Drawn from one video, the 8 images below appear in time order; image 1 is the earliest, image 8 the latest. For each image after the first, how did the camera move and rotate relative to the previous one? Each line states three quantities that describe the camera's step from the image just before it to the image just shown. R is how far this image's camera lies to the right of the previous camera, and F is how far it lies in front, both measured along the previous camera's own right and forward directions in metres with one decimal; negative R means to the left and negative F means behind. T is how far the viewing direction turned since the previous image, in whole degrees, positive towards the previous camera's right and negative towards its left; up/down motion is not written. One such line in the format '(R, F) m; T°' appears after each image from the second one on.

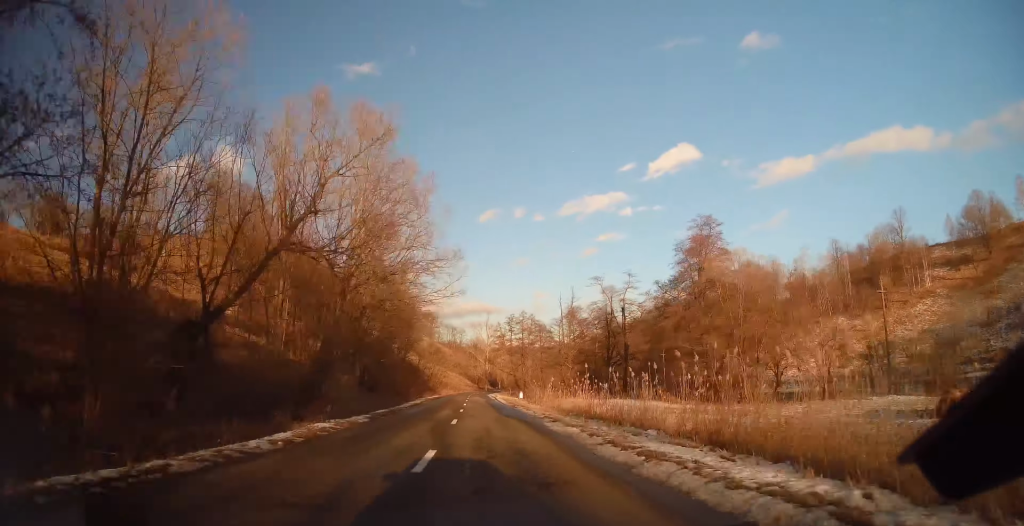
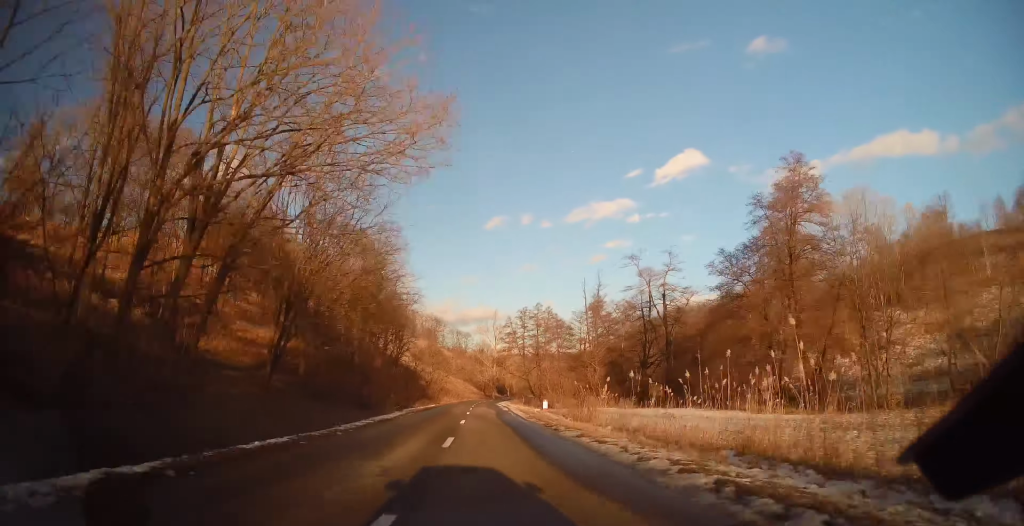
(0.0, +17.4) m; -1°
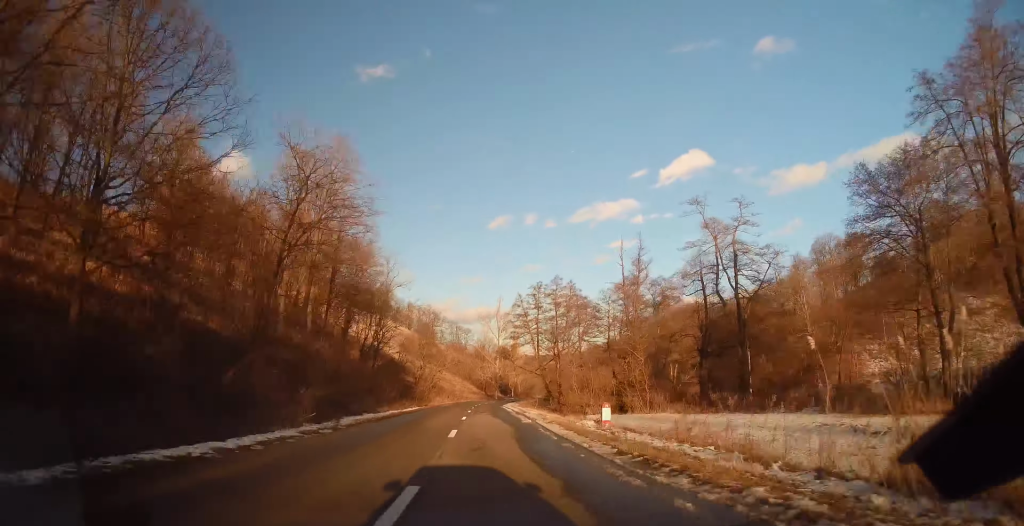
(-0.4, +20.7) m; 0°
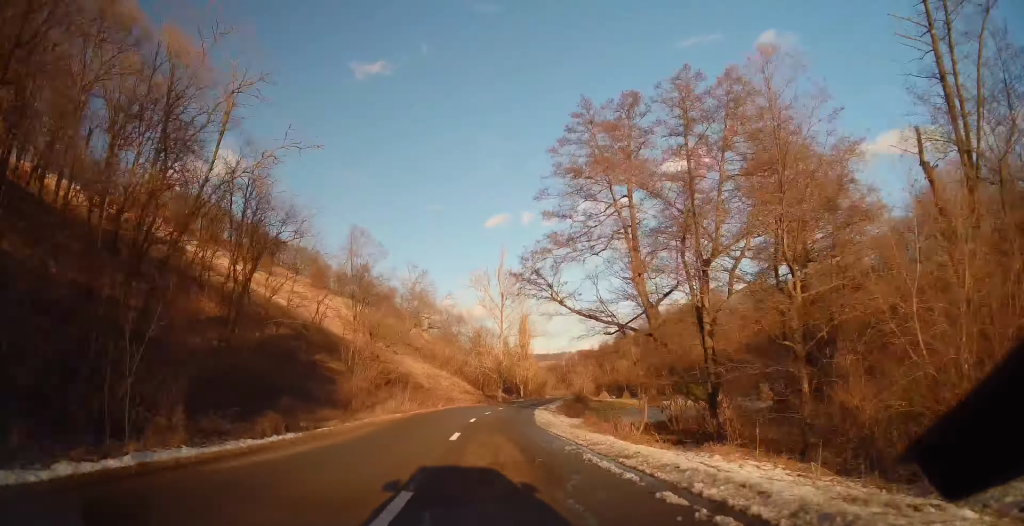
(+0.6, +46.1) m; +2°
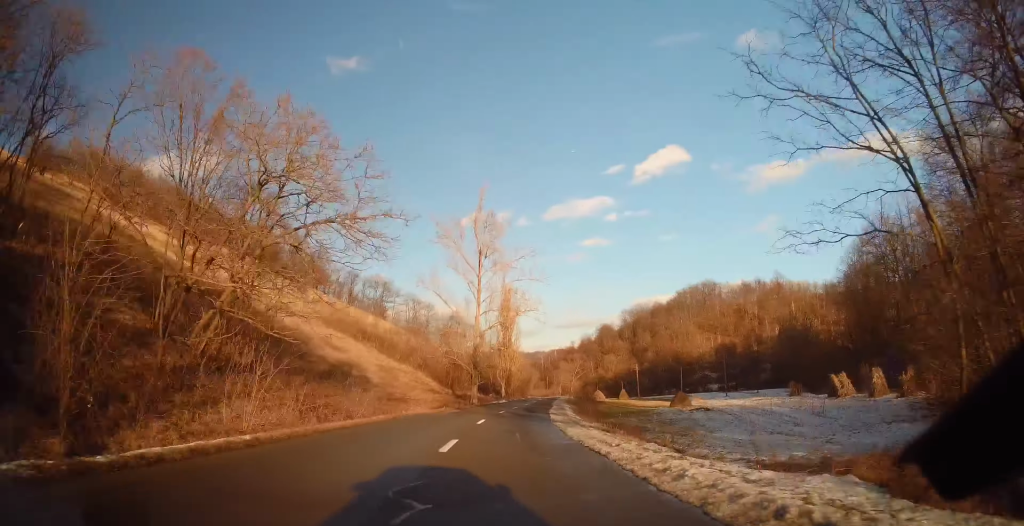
(+0.4, +26.2) m; +4°
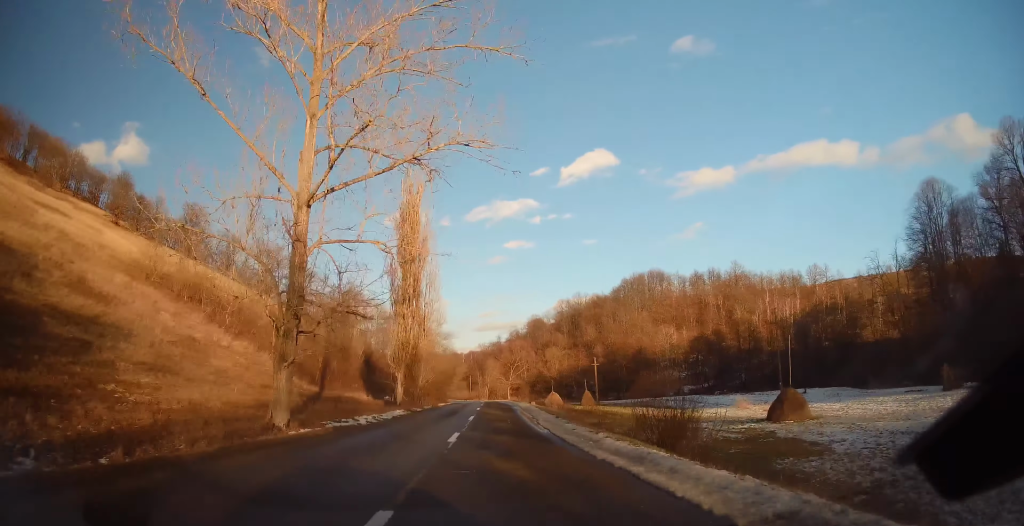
(+3.2, +42.7) m; +6°
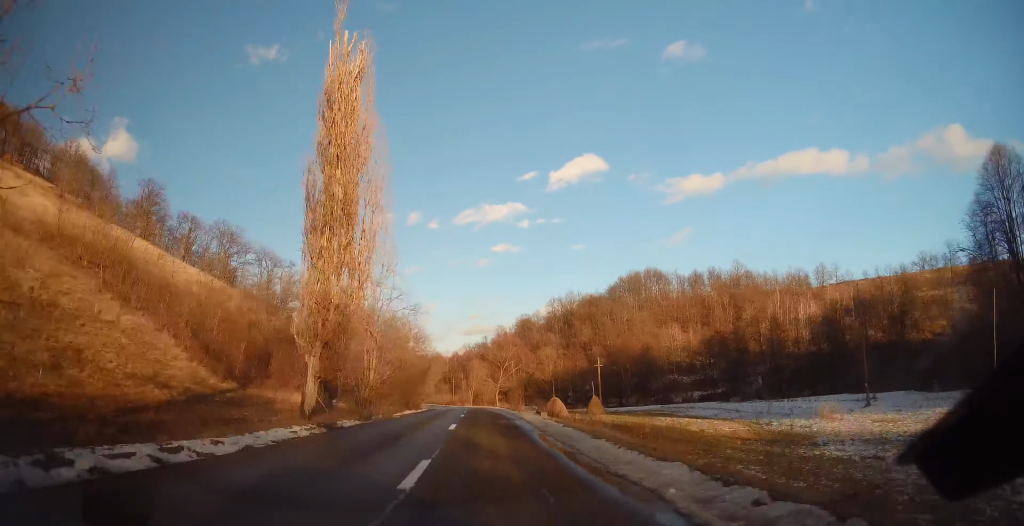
(0.0, +17.6) m; 0°
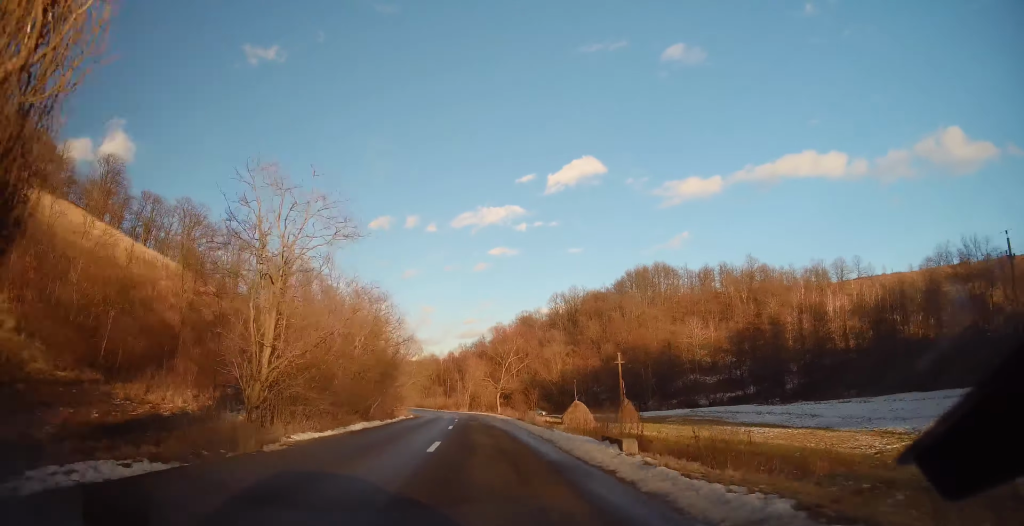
(0.0, +17.6) m; 0°
